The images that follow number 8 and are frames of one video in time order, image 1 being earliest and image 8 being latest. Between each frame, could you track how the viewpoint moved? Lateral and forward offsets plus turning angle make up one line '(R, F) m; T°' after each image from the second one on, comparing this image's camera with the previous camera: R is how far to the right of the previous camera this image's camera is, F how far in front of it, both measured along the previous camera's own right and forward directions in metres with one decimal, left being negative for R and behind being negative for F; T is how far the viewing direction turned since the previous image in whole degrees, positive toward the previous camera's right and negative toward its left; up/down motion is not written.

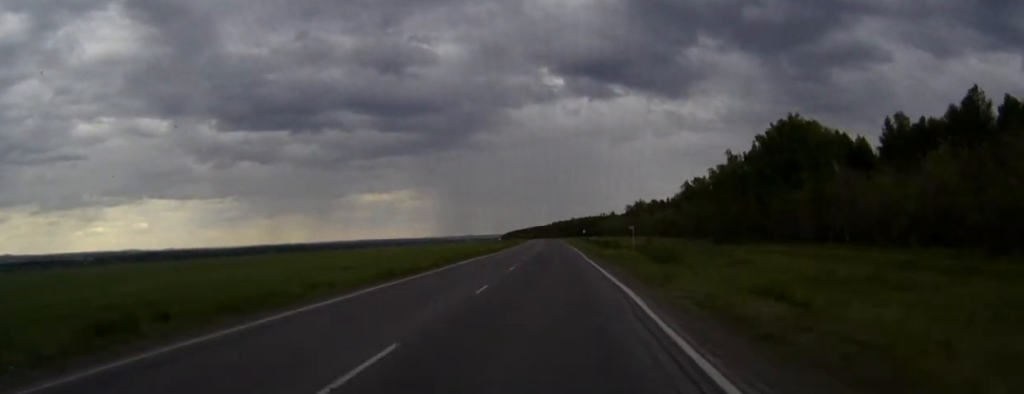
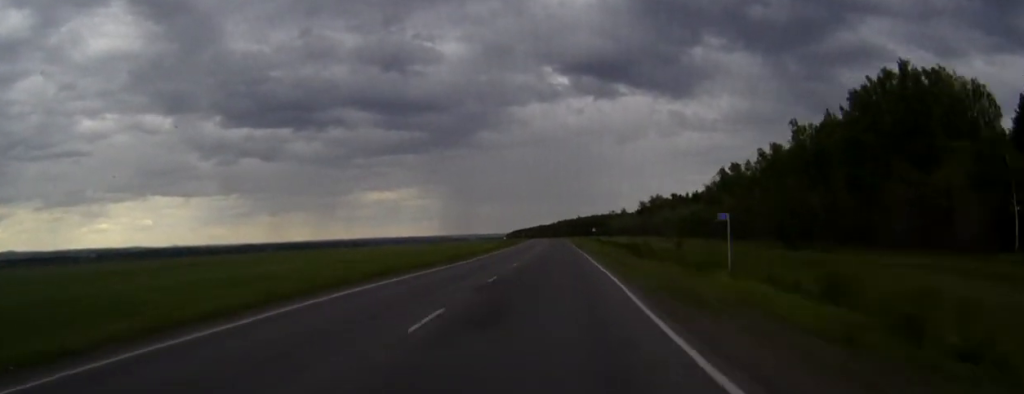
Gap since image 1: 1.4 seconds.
(-0.1, +31.9) m; 0°
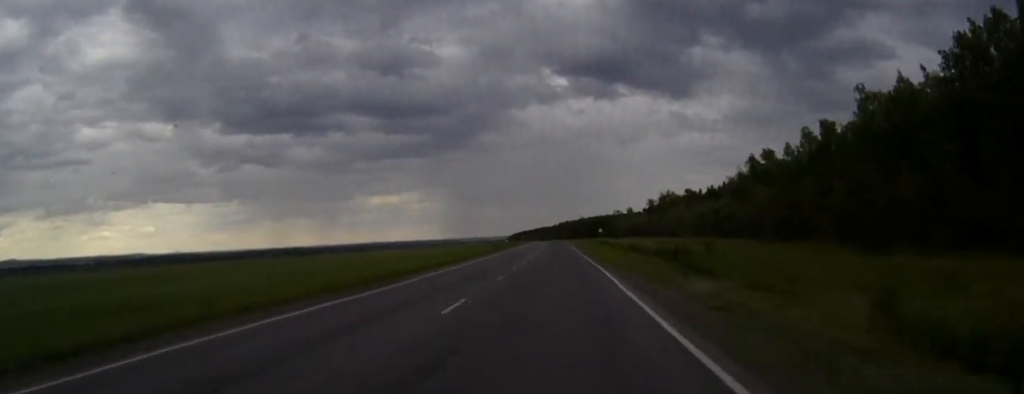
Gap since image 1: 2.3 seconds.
(0.0, +20.7) m; 0°
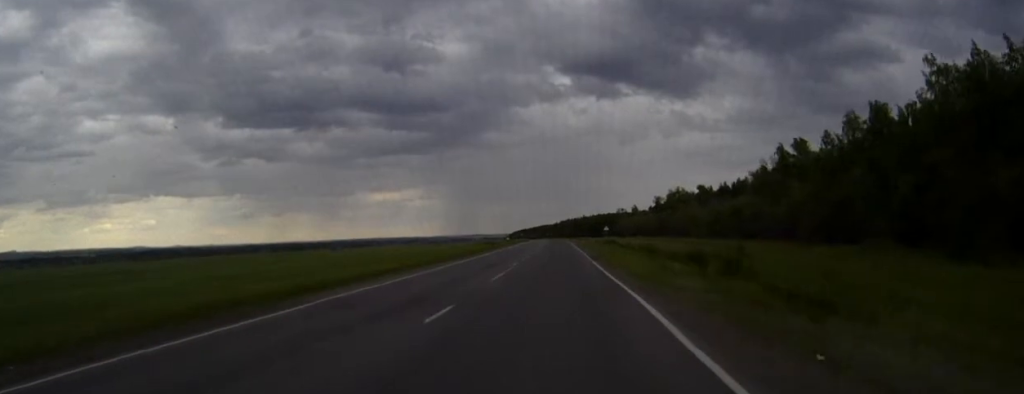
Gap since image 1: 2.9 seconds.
(0.0, +13.8) m; 0°
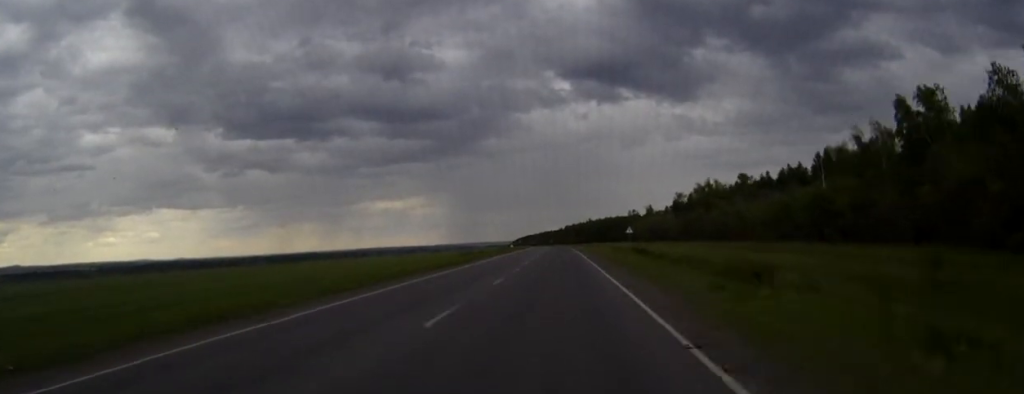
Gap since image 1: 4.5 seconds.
(-0.1, +36.3) m; 0°
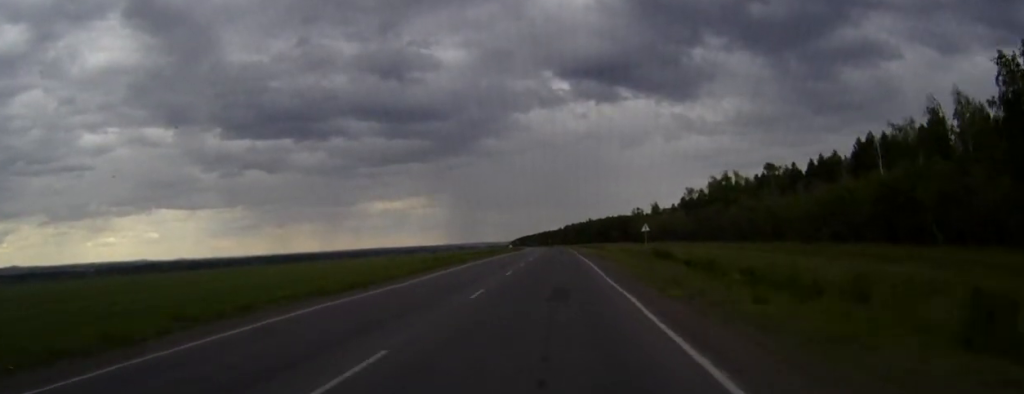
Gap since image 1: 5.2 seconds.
(0.0, +17.8) m; 0°
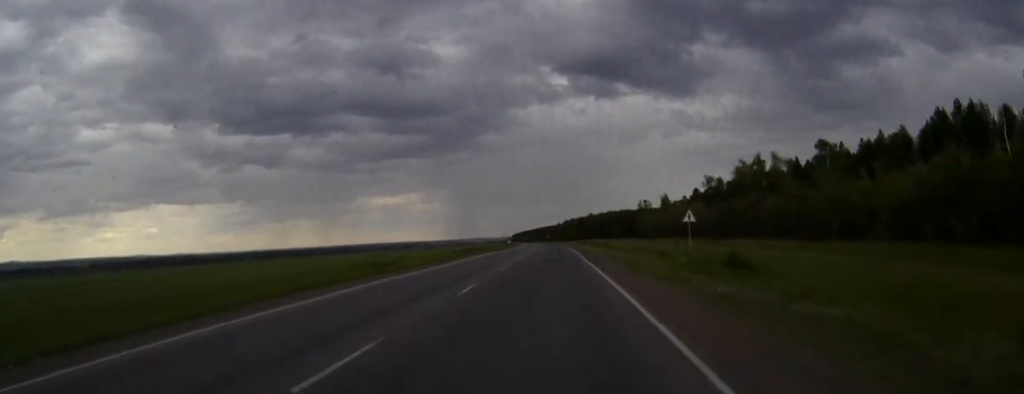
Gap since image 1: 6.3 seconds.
(0.0, +24.0) m; 0°
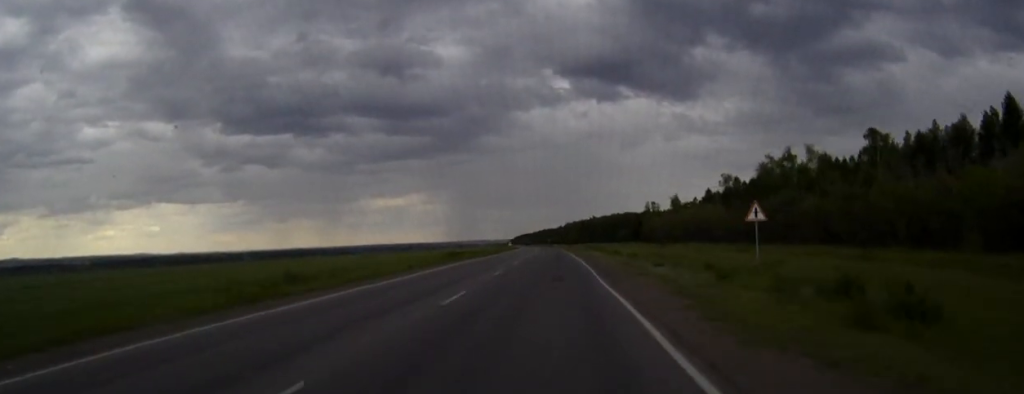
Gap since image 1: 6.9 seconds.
(0.0, +14.8) m; 0°
